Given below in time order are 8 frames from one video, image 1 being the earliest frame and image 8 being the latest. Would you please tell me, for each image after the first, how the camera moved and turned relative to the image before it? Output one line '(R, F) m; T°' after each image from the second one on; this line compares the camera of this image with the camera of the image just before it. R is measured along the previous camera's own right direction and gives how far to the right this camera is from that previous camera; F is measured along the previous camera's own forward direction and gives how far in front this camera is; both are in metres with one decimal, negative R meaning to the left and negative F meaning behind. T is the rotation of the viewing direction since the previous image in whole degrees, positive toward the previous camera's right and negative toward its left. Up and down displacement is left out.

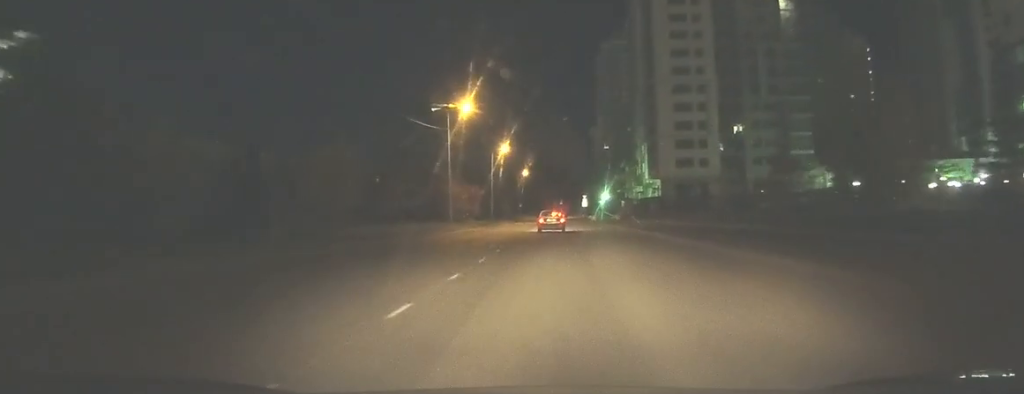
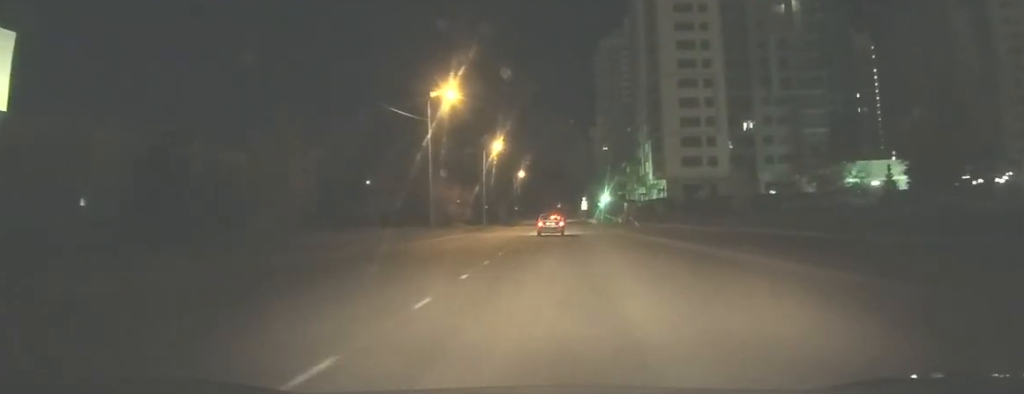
(0.0, +7.2) m; 0°
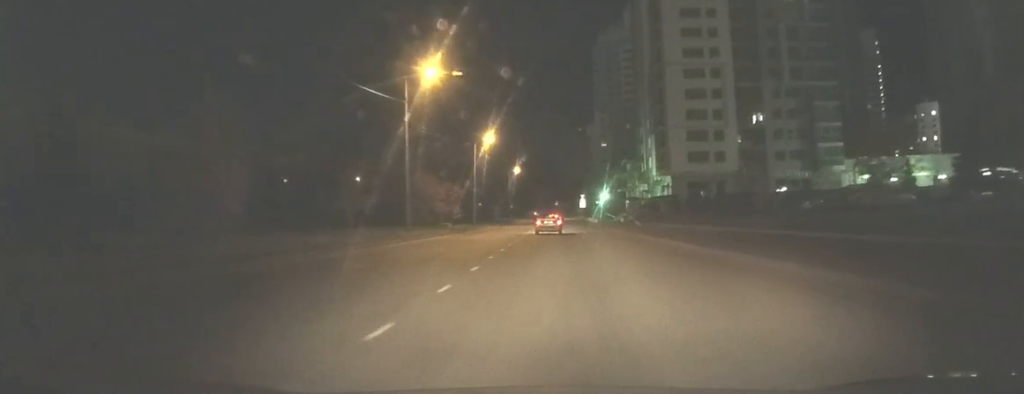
(0.0, +6.4) m; 0°
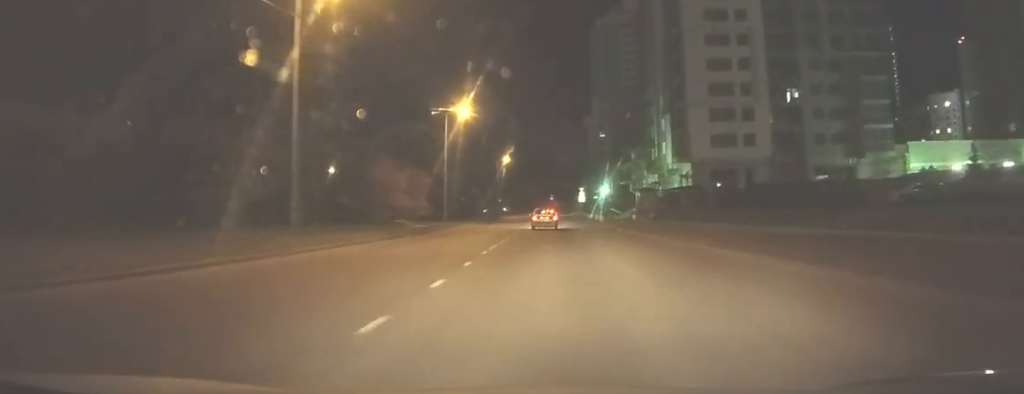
(-0.1, +16.5) m; 0°
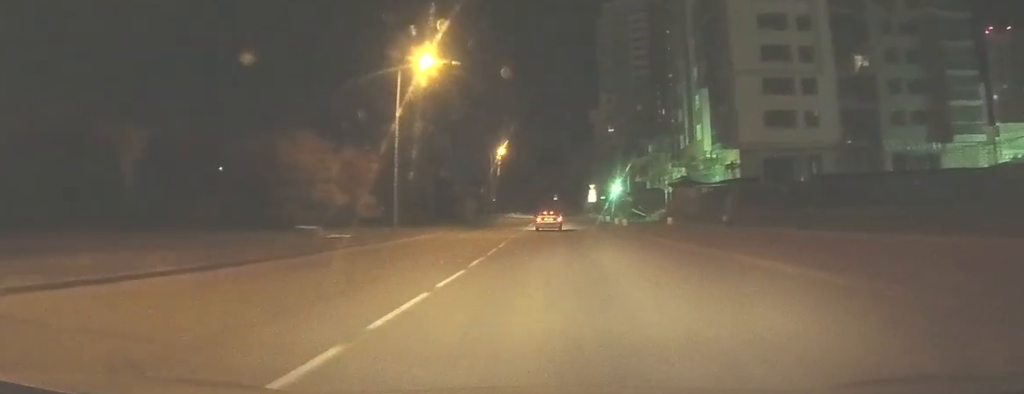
(+0.1, +18.2) m; 0°
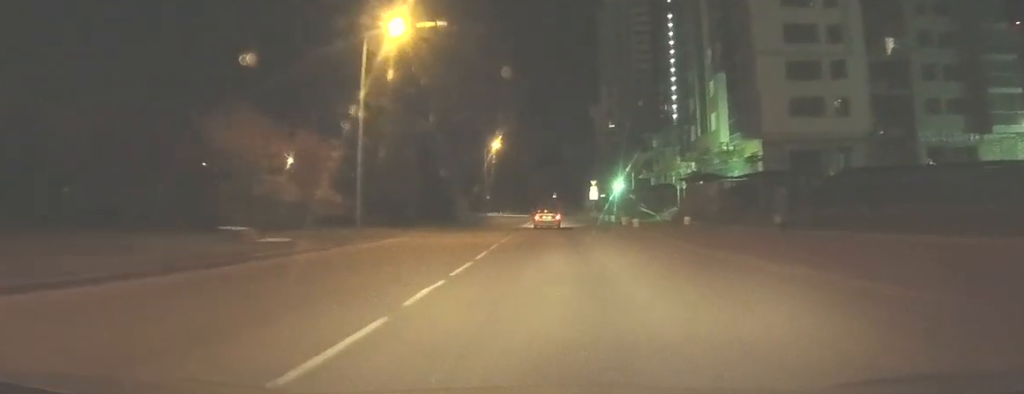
(0.0, +6.6) m; 0°
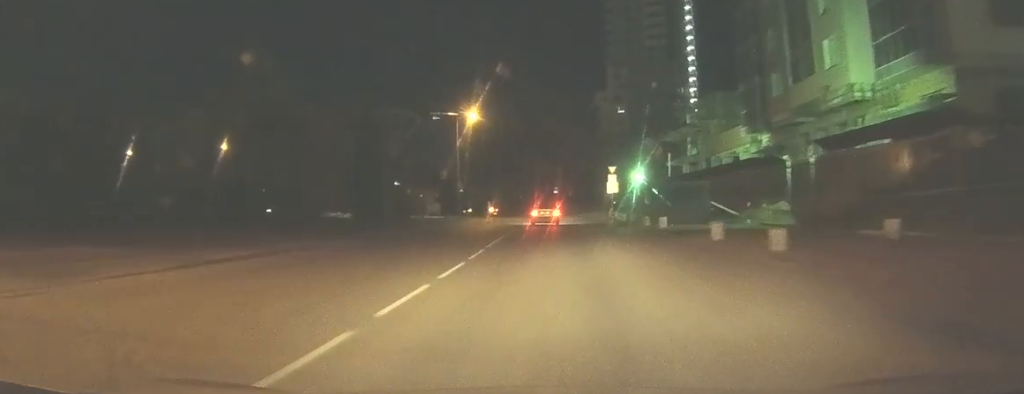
(-0.2, +26.1) m; 0°
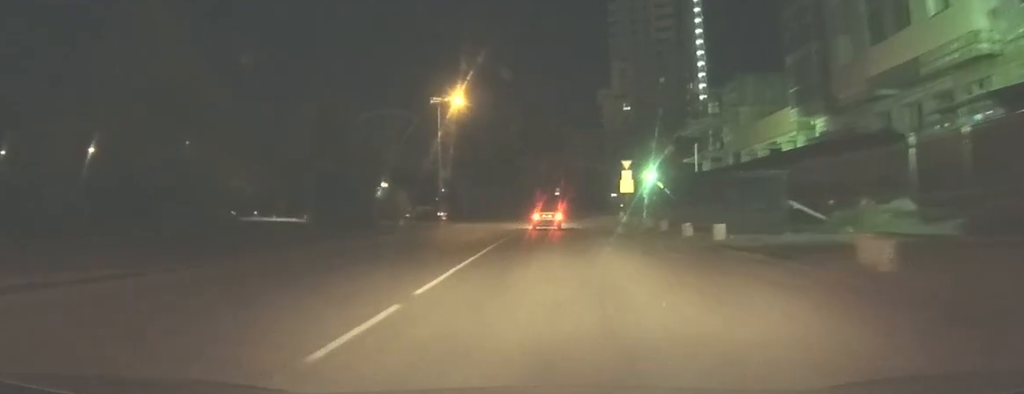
(0.0, +10.7) m; +1°
